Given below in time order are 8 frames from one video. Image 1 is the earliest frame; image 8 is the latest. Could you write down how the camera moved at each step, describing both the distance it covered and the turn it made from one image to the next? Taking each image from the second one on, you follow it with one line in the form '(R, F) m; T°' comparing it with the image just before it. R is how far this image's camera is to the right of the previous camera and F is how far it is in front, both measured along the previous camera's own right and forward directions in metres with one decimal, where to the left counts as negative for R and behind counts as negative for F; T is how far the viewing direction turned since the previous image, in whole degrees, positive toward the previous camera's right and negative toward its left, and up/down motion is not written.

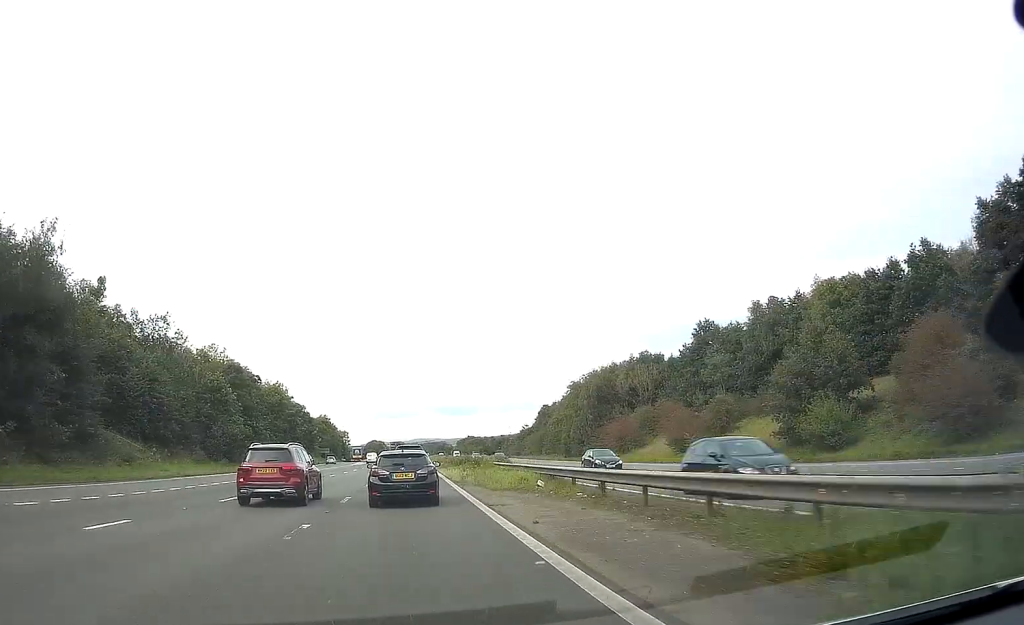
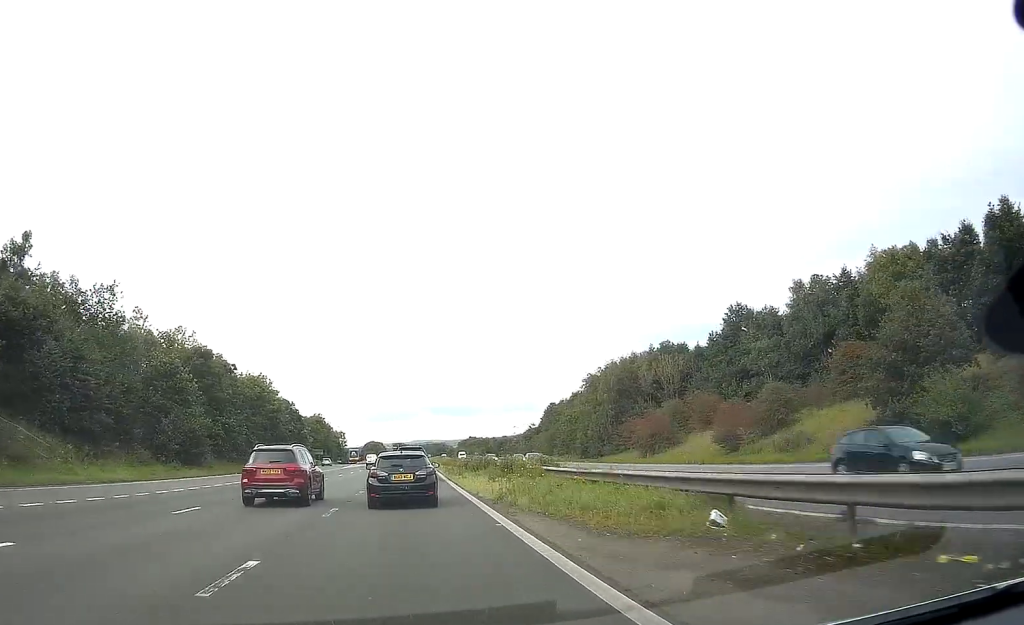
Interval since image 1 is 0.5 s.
(0.0, +16.2) m; 0°
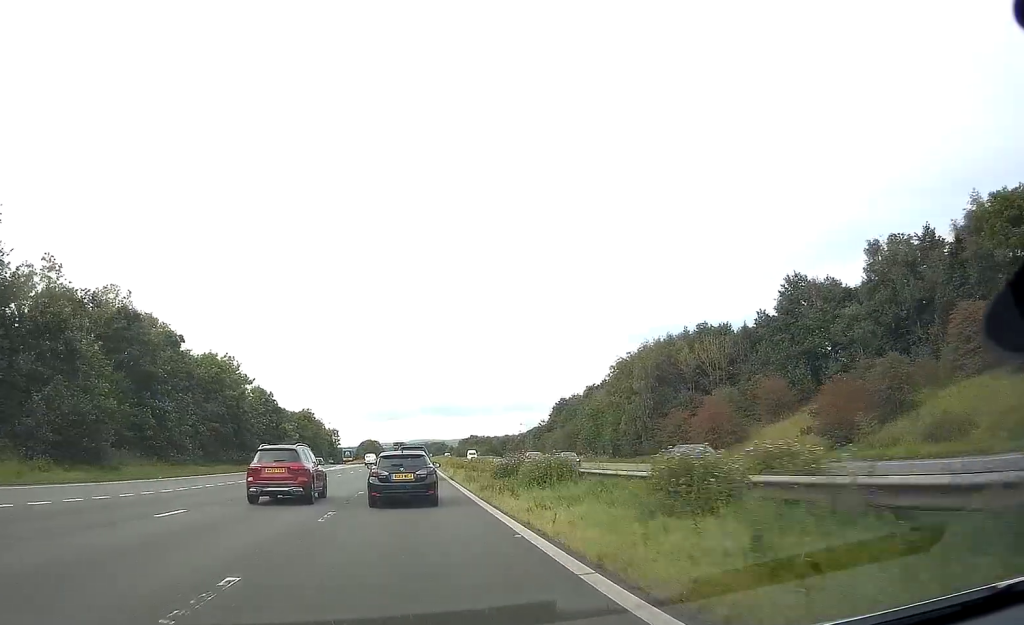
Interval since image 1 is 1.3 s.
(0.0, +24.7) m; 0°
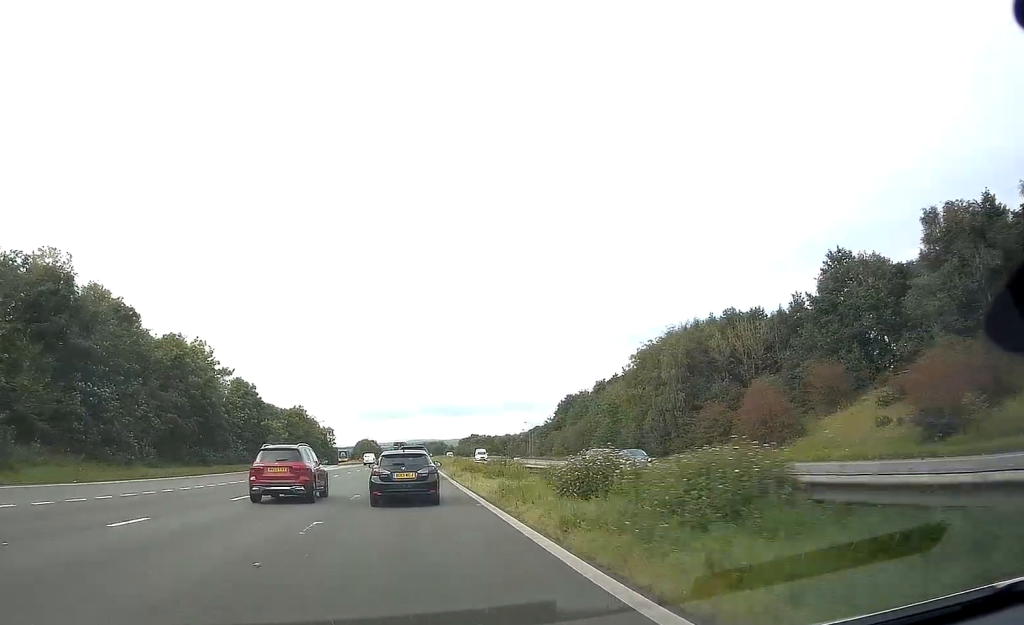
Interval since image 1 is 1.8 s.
(0.0, +15.2) m; 0°
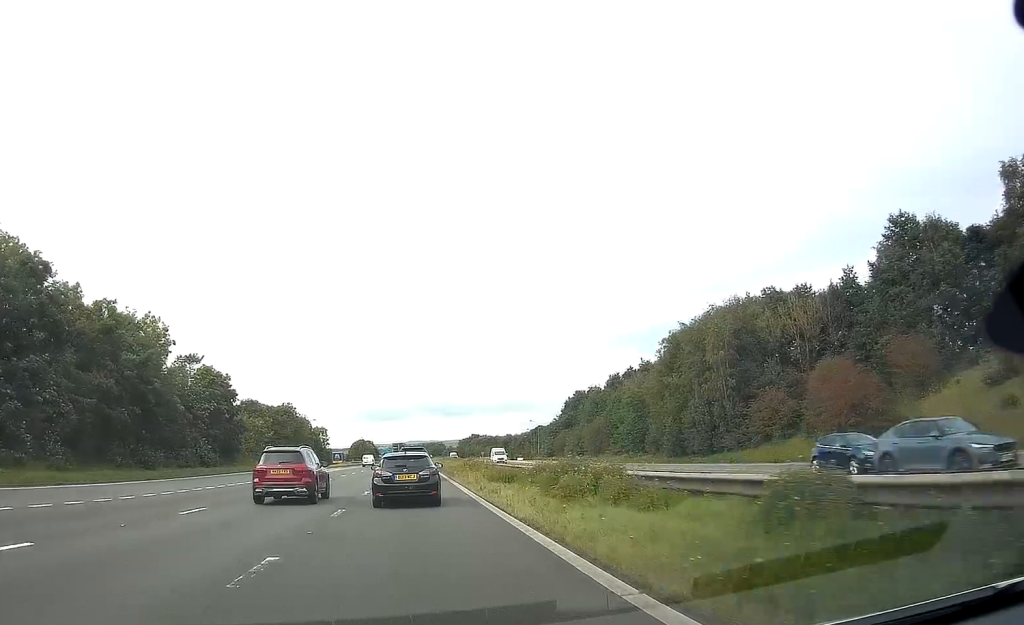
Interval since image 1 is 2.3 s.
(+0.1, +17.2) m; 0°
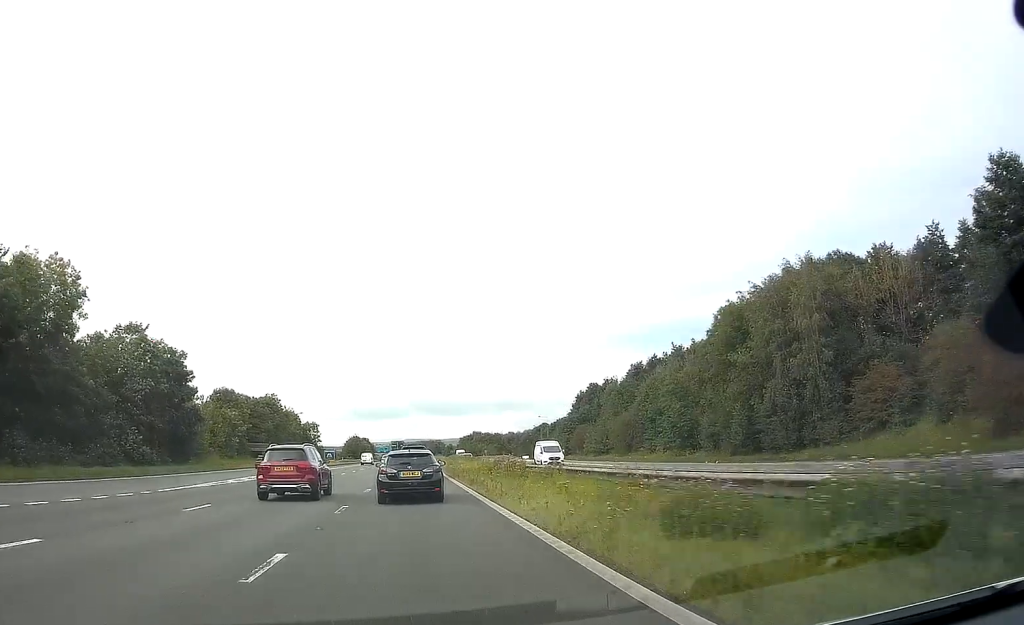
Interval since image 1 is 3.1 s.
(0.0, +21.4) m; 0°
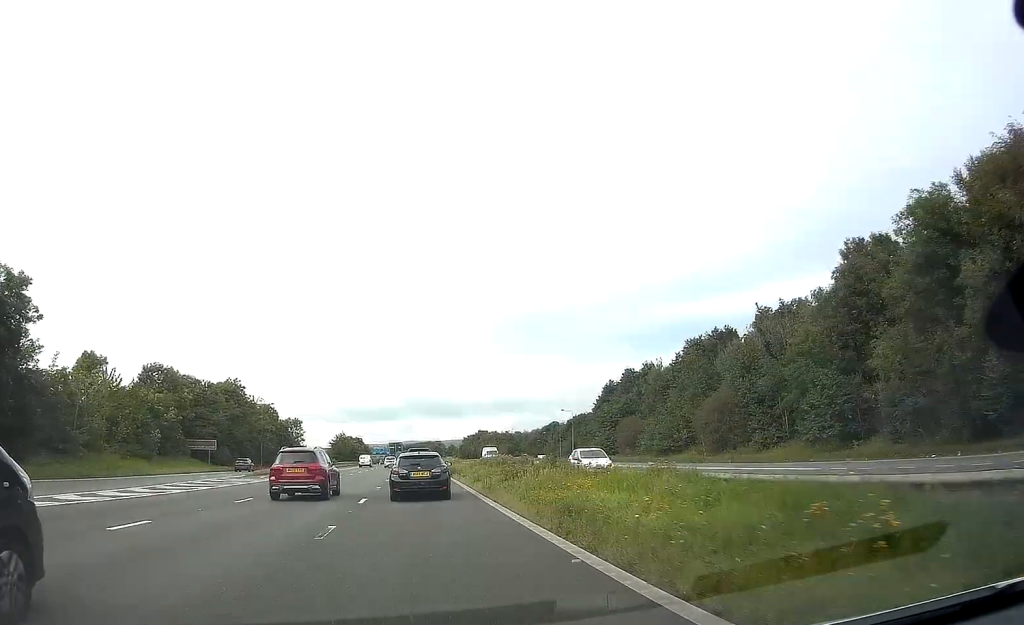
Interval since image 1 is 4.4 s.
(+0.1, +35.3) m; 0°
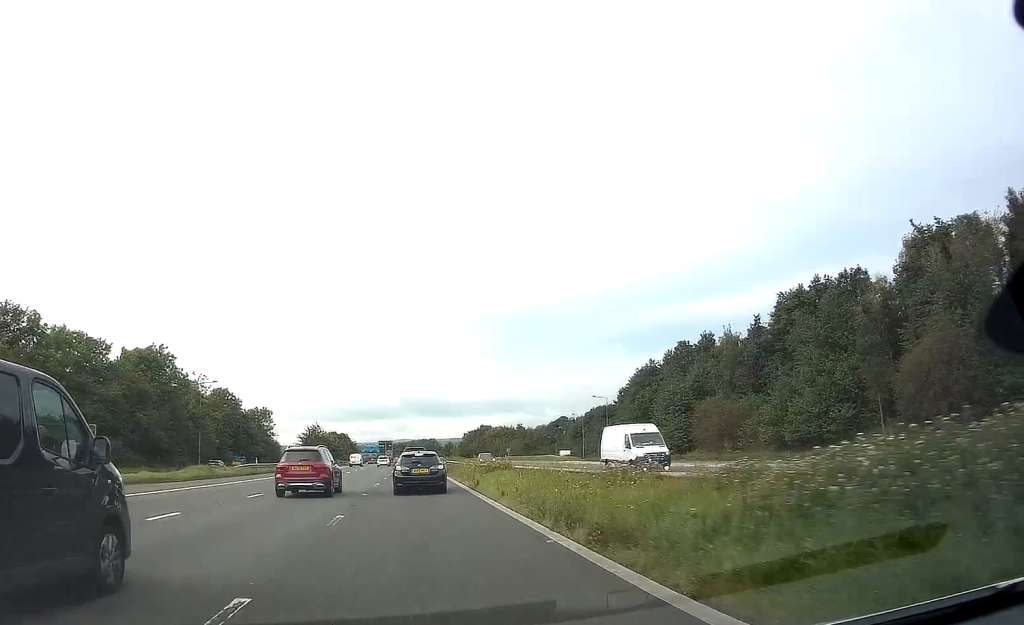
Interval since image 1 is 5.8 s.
(0.0, +32.7) m; 0°
